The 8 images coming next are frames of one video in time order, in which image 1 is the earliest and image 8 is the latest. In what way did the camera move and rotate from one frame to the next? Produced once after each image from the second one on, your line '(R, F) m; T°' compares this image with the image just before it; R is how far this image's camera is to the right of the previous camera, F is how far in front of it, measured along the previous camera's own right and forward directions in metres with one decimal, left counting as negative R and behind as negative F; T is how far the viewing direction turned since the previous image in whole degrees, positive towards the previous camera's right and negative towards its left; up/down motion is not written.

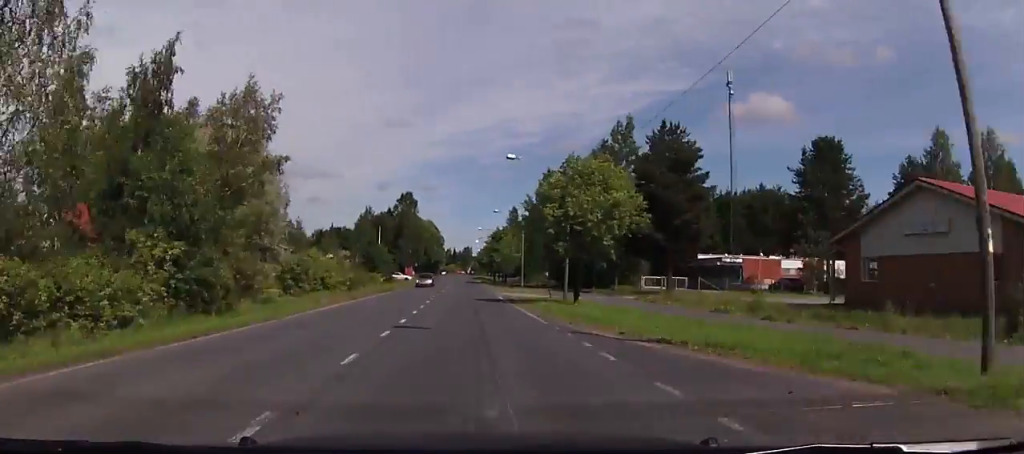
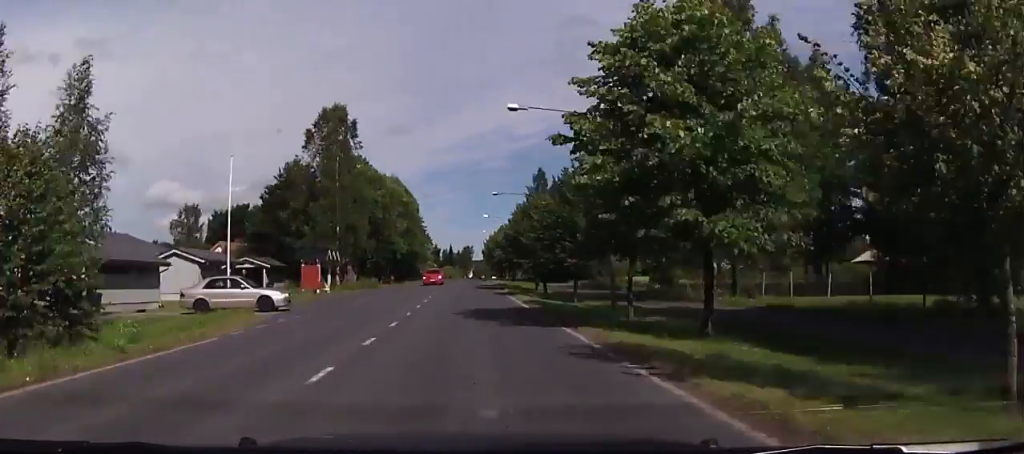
(-3.3, +71.4) m; -2°
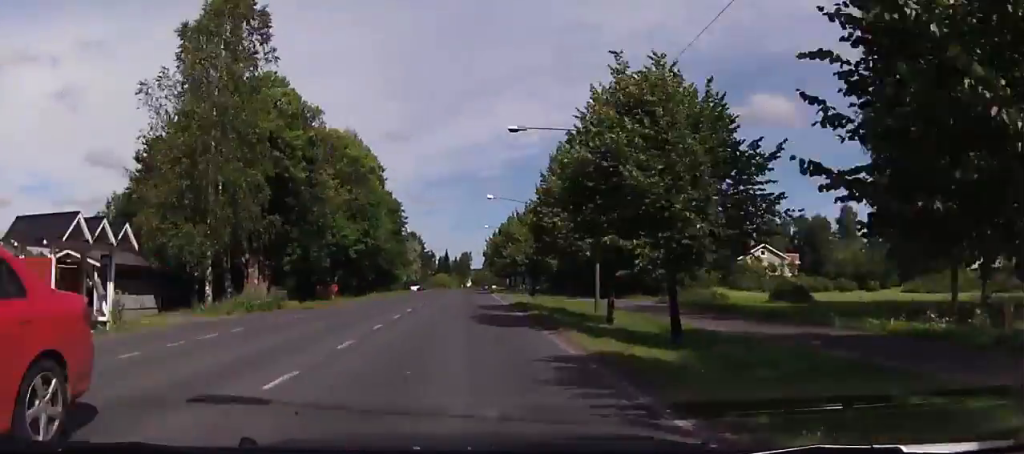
(+0.5, +29.5) m; 0°
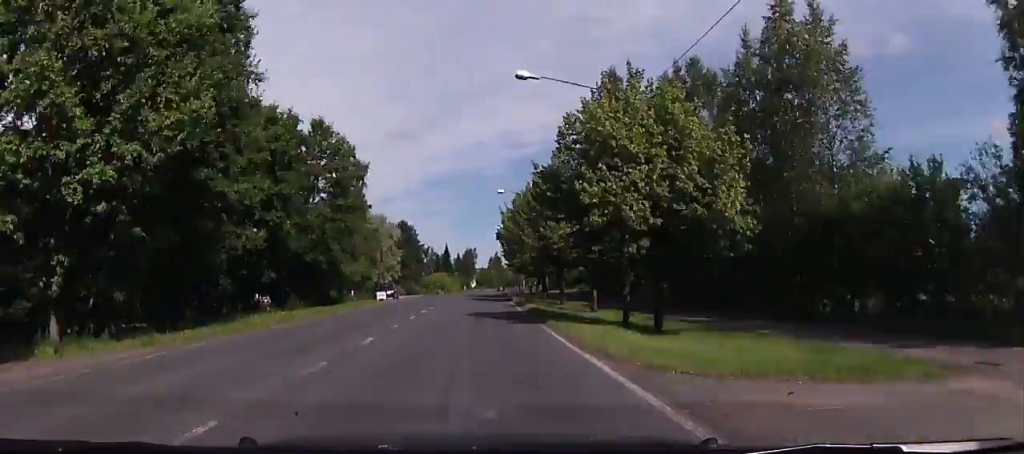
(0.0, +29.9) m; 0°
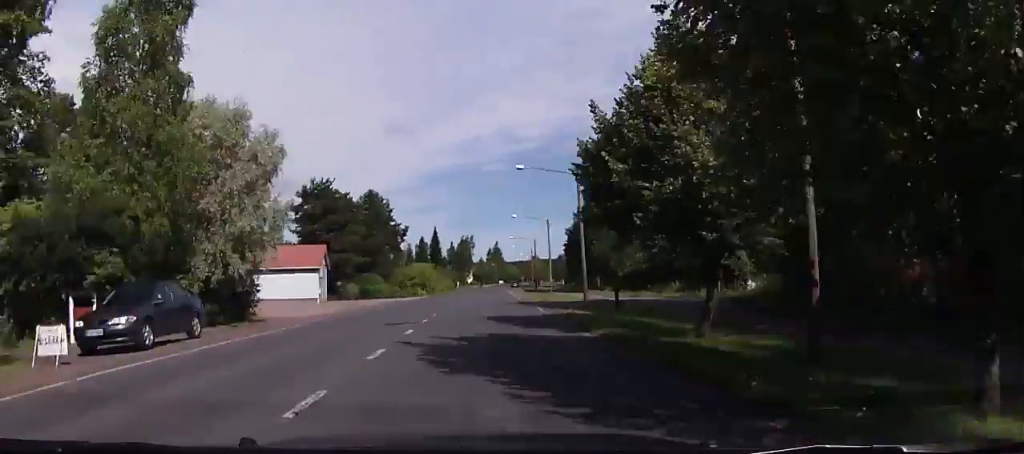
(-0.3, +41.7) m; +1°
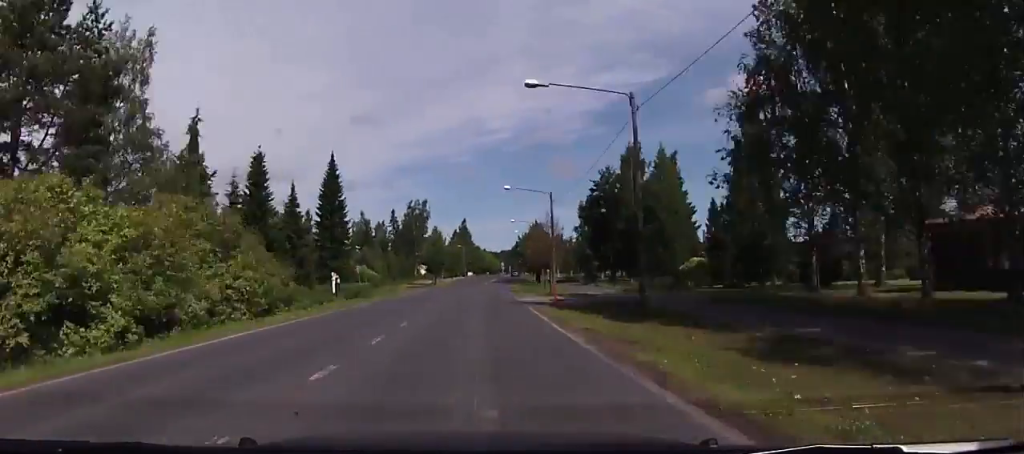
(+2.7, +78.9) m; +4°
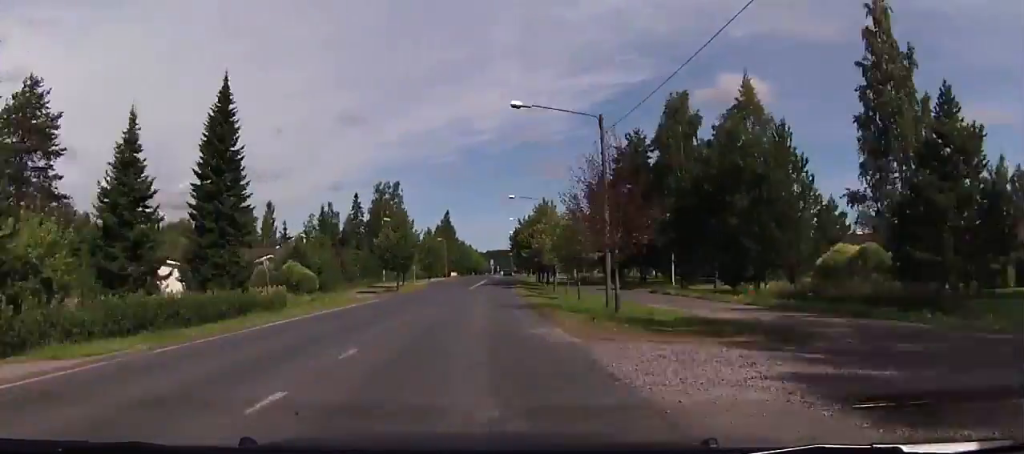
(-0.2, +25.5) m; +1°
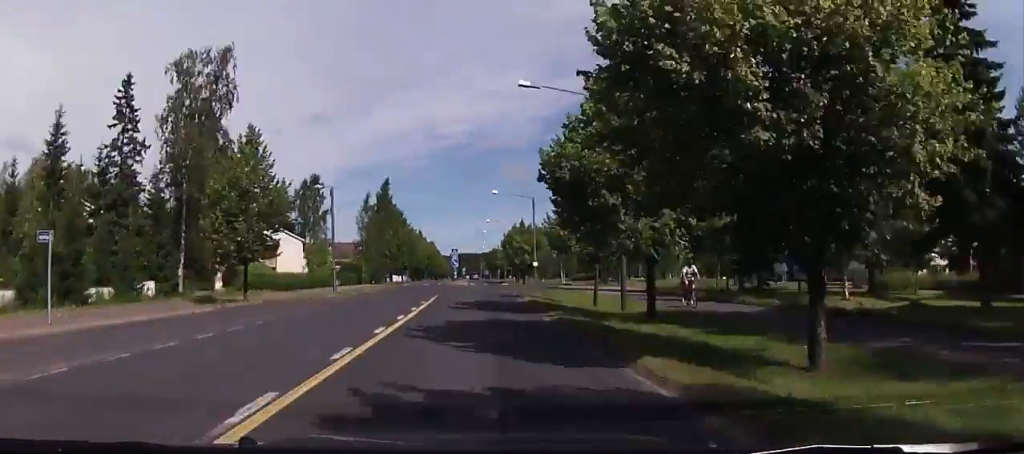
(+2.2, +64.6) m; +3°
